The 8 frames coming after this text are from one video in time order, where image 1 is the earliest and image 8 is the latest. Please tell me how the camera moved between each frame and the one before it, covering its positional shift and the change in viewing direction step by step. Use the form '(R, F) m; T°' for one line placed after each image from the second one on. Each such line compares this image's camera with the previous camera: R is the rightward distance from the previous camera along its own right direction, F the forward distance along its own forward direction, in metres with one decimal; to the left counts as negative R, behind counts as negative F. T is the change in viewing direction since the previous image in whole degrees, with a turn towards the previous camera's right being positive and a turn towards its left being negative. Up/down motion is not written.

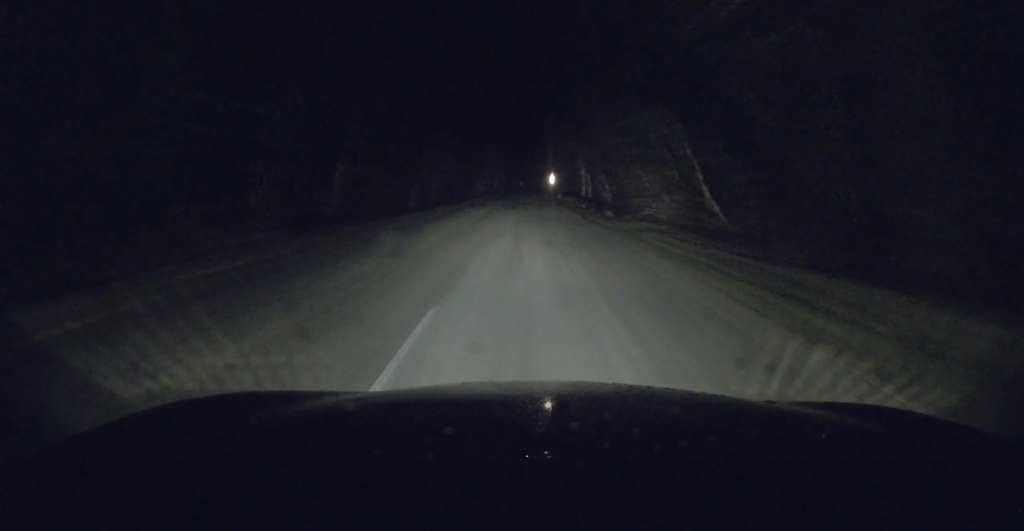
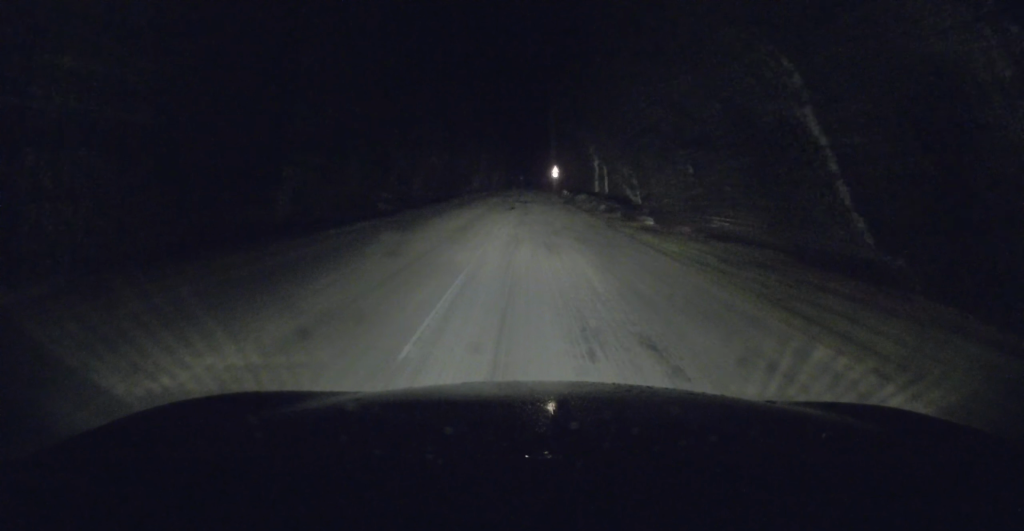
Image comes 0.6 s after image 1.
(+0.1, +8.0) m; 0°
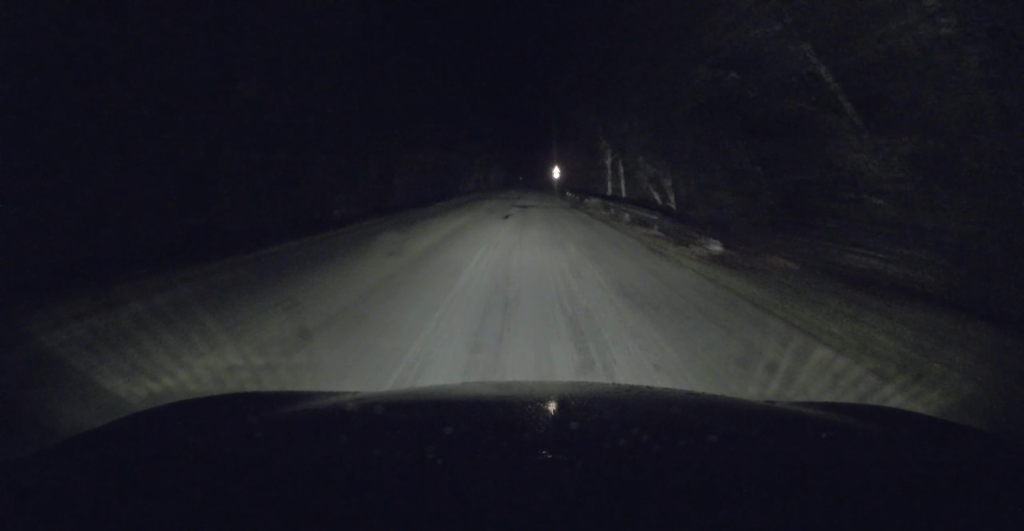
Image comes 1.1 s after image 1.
(-0.2, +6.1) m; -1°
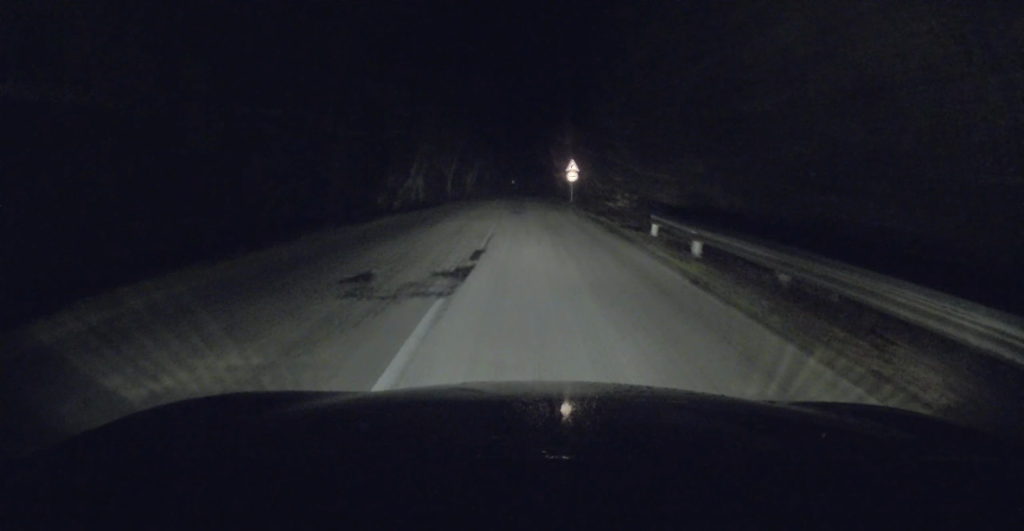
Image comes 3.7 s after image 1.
(+0.2, +34.6) m; +1°
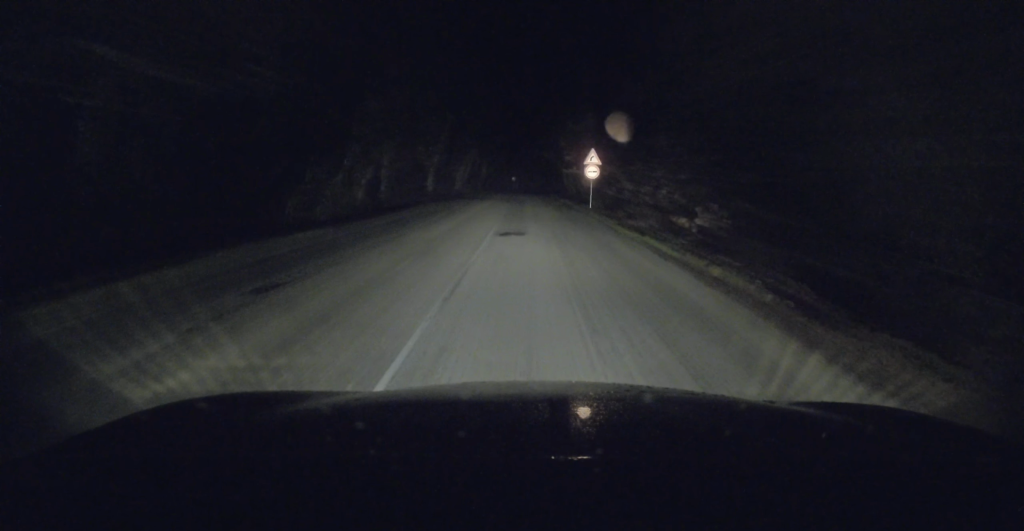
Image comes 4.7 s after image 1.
(+0.1, +12.5) m; -1°
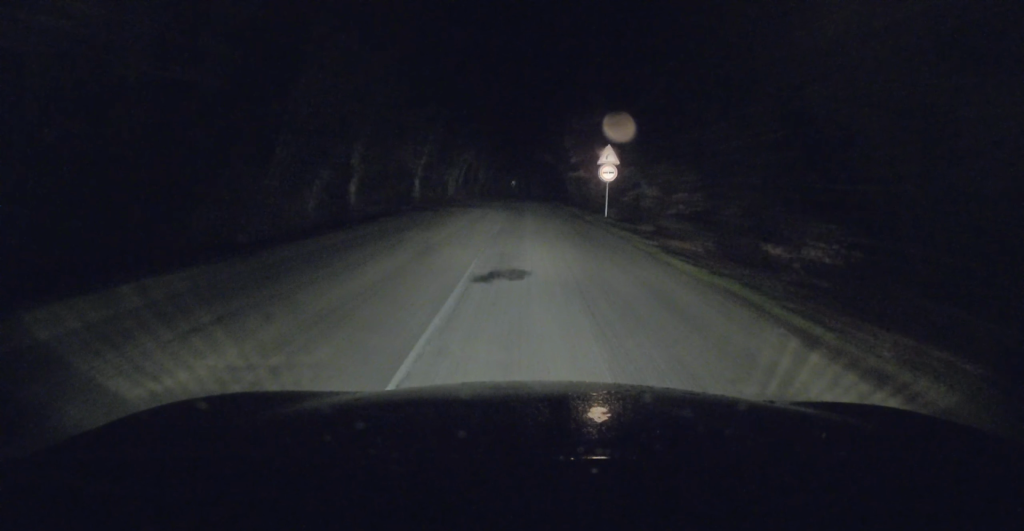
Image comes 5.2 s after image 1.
(-0.1, +6.0) m; -1°
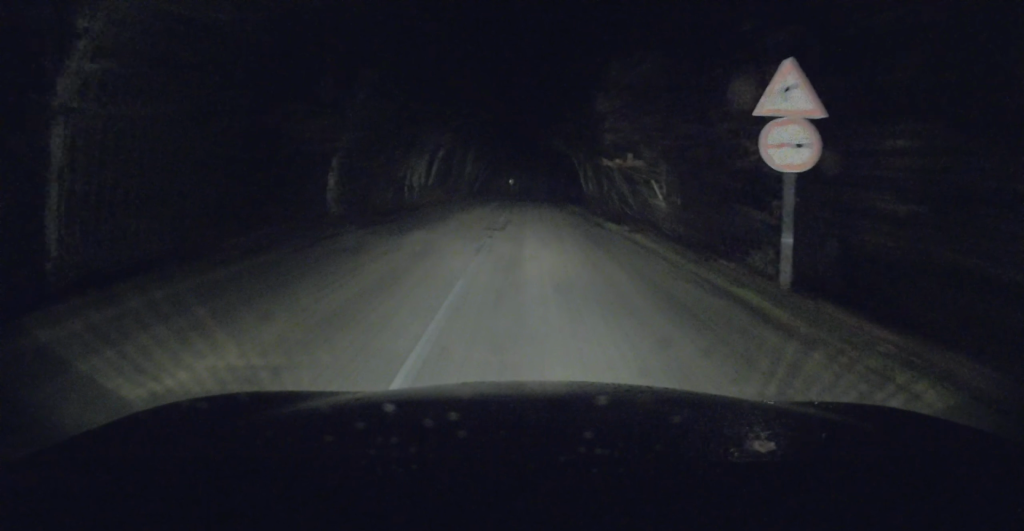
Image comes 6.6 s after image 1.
(+0.2, +18.5) m; +2°
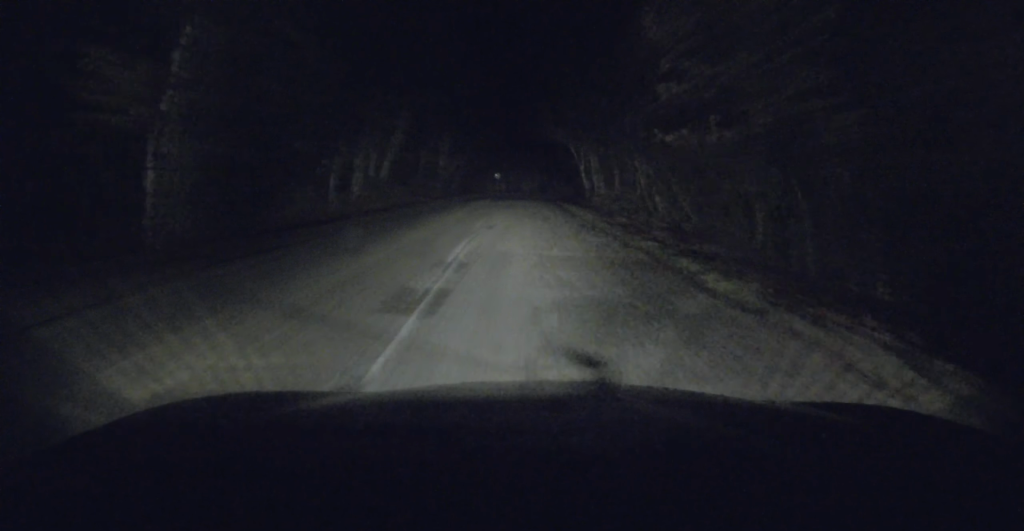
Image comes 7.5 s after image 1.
(+0.3, +11.1) m; 0°
